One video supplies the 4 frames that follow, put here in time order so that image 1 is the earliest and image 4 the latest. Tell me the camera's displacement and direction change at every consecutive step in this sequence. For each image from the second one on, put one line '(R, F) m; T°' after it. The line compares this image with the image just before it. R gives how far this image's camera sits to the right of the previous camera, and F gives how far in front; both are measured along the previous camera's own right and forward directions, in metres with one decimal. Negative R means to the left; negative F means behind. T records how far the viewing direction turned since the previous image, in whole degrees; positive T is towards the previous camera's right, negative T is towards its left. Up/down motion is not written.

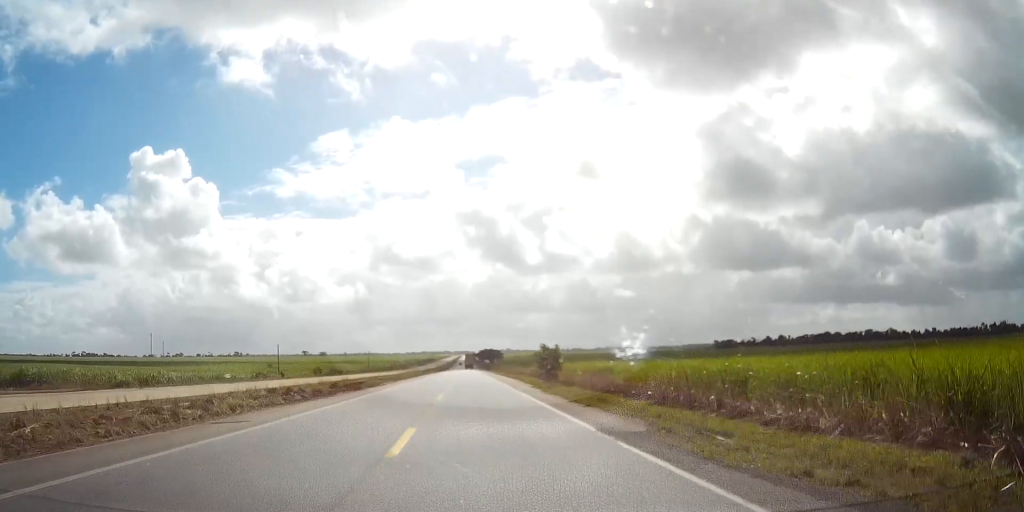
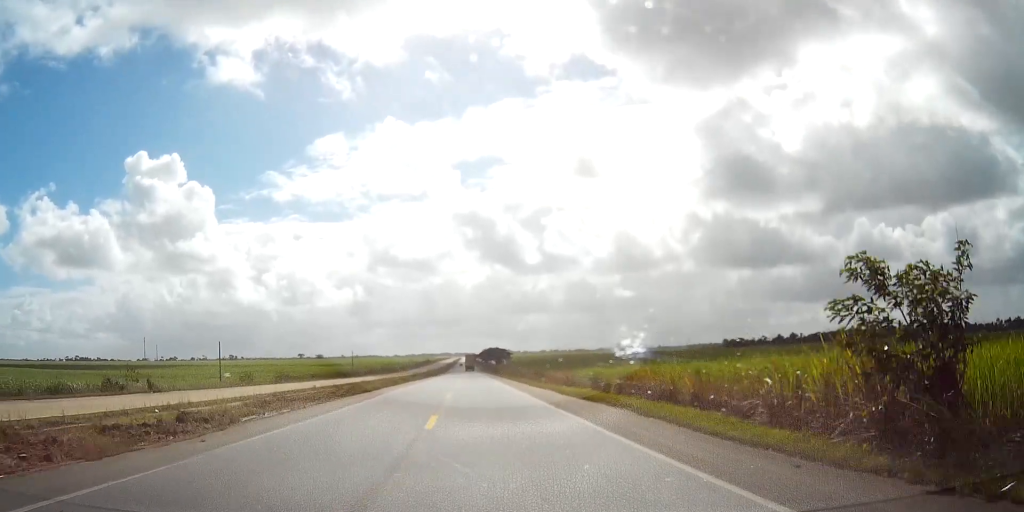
(-0.1, +43.6) m; 0°
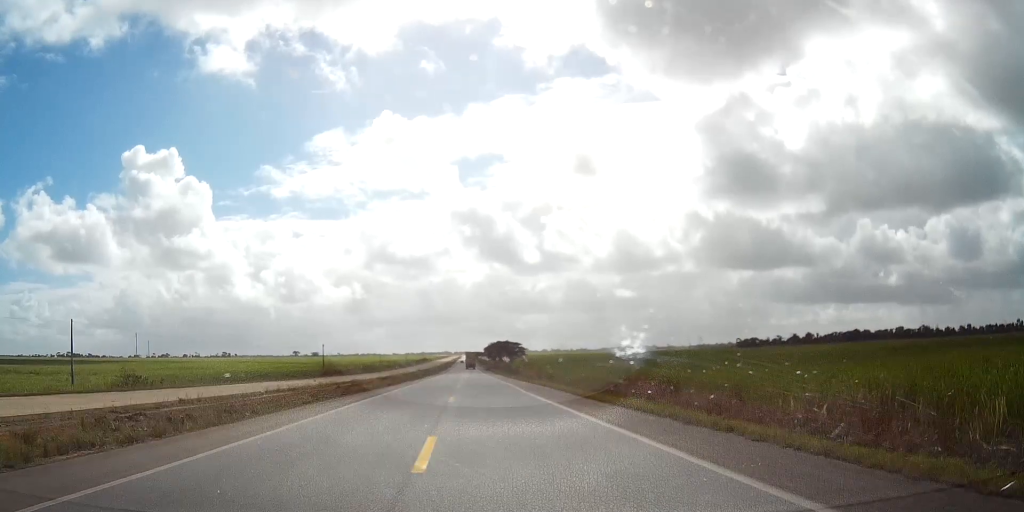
(0.0, +54.8) m; 0°
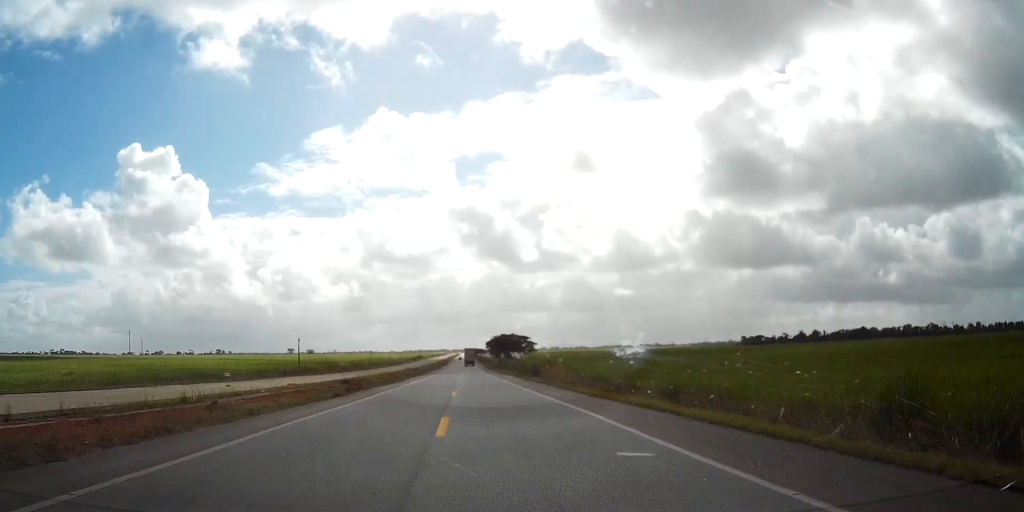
(0.0, +28.5) m; 0°
